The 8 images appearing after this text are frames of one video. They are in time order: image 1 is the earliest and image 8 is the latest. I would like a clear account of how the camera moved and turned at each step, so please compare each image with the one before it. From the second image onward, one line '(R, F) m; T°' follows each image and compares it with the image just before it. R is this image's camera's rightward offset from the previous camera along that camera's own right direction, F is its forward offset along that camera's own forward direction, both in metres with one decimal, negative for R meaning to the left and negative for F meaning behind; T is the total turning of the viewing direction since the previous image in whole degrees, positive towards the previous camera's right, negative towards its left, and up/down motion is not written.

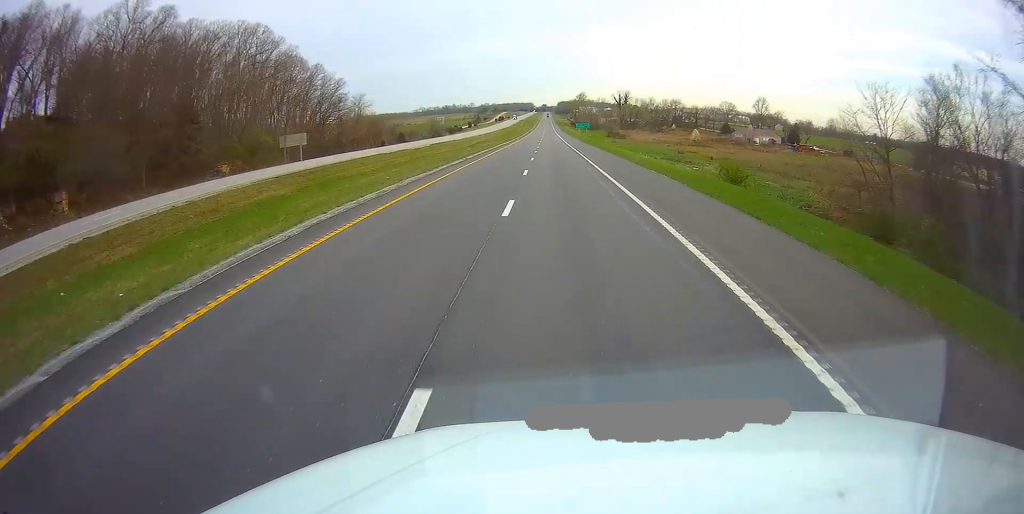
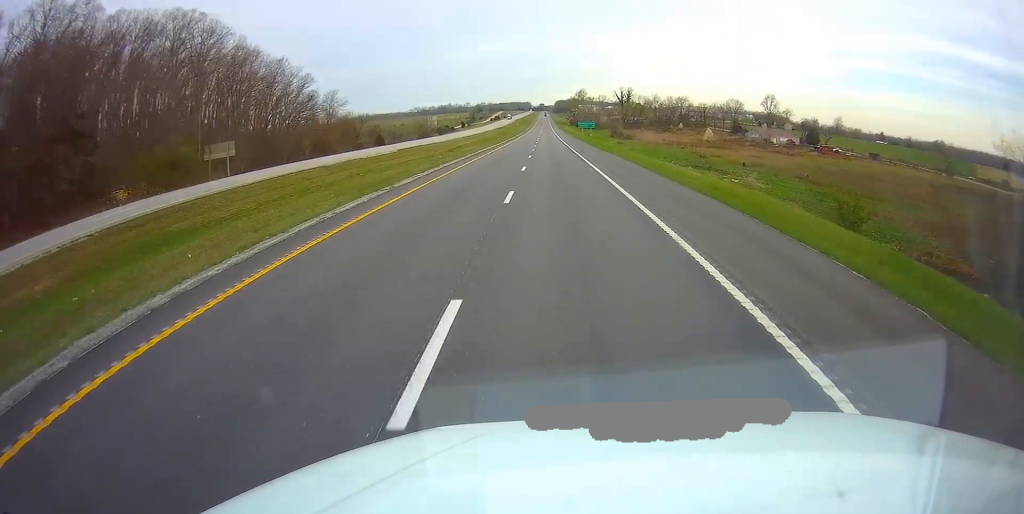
(0.0, +21.7) m; 0°
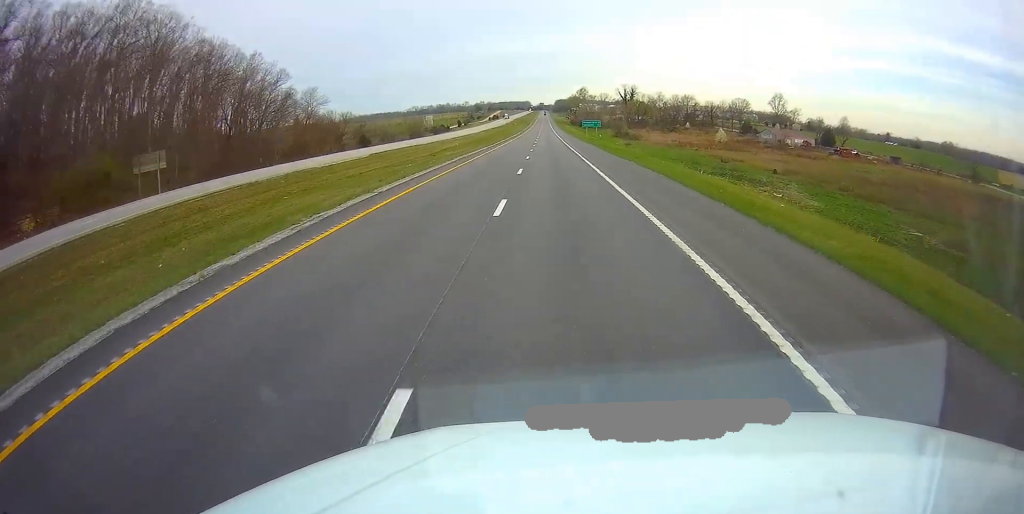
(0.0, +14.5) m; 0°
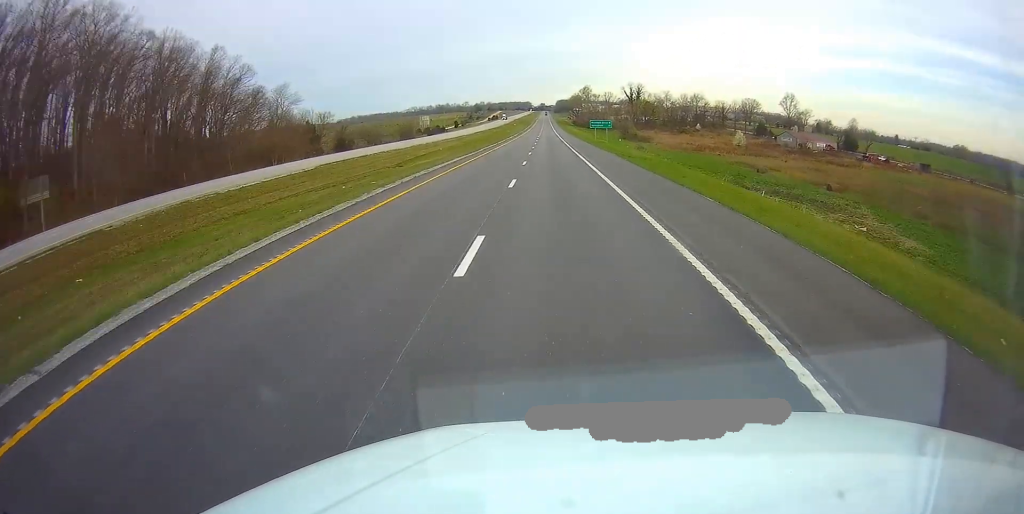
(0.0, +17.6) m; 0°
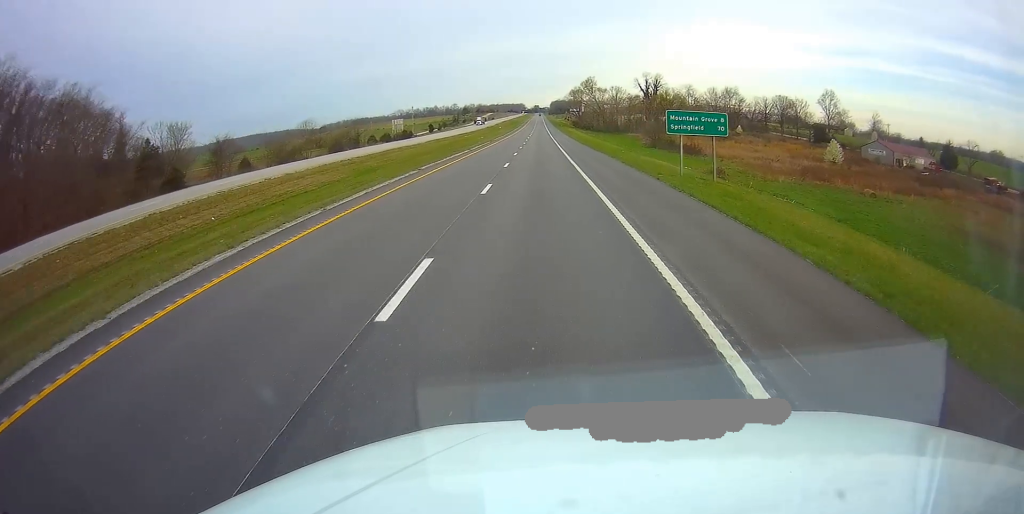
(+0.1, +62.1) m; 0°
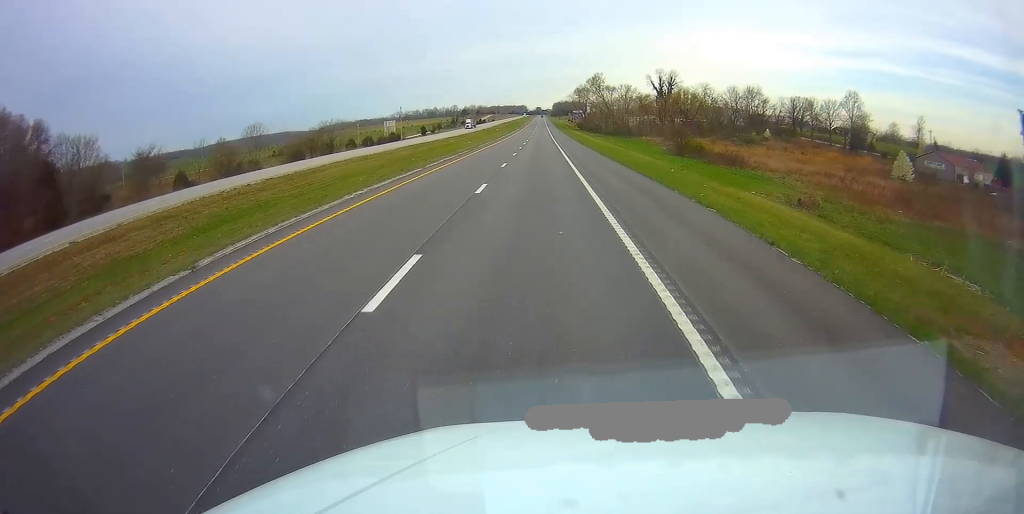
(+0.1, +23.7) m; 0°
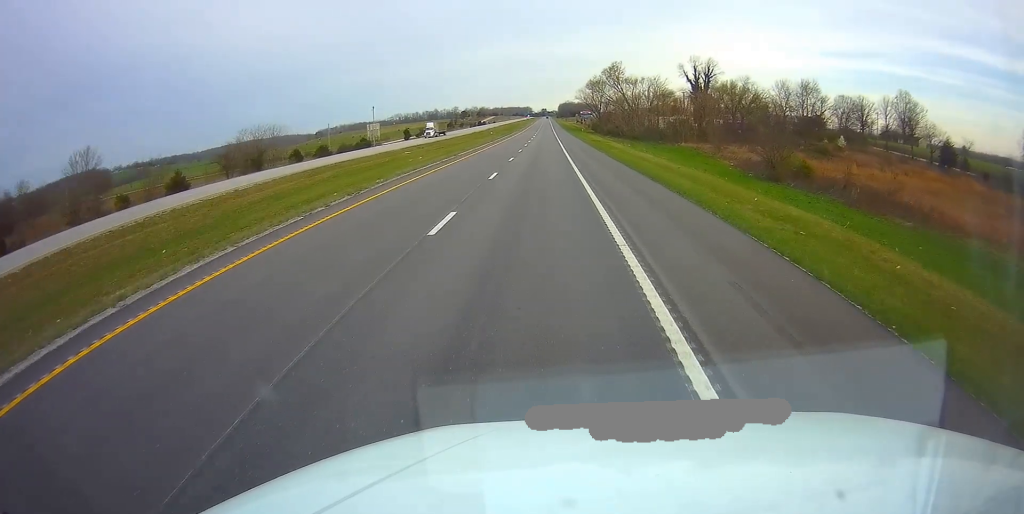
(-0.7, +43.3) m; -1°
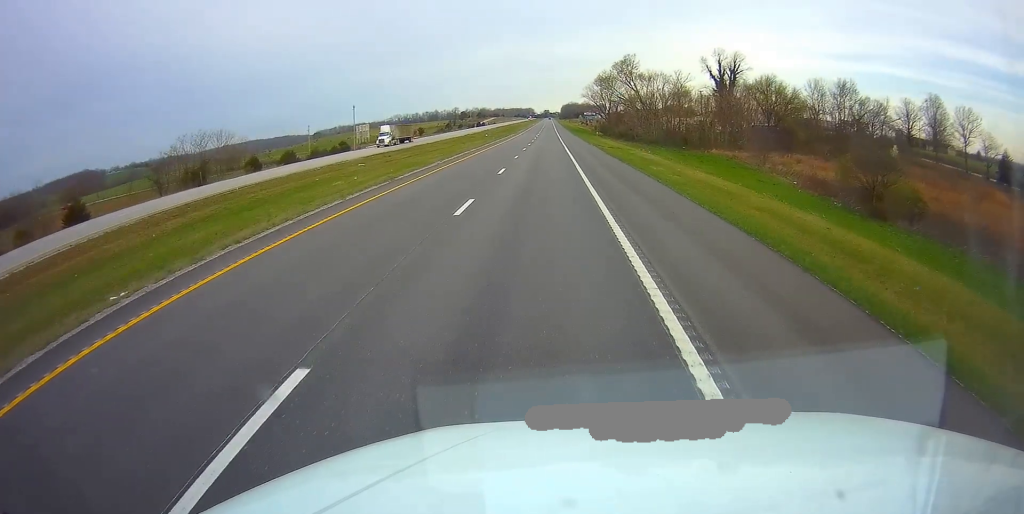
(0.0, +21.7) m; 0°
